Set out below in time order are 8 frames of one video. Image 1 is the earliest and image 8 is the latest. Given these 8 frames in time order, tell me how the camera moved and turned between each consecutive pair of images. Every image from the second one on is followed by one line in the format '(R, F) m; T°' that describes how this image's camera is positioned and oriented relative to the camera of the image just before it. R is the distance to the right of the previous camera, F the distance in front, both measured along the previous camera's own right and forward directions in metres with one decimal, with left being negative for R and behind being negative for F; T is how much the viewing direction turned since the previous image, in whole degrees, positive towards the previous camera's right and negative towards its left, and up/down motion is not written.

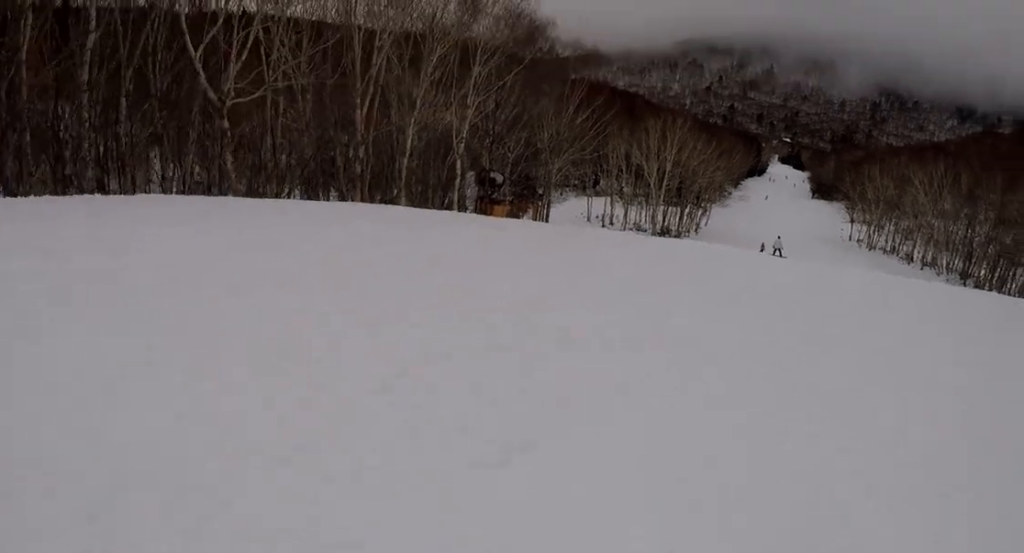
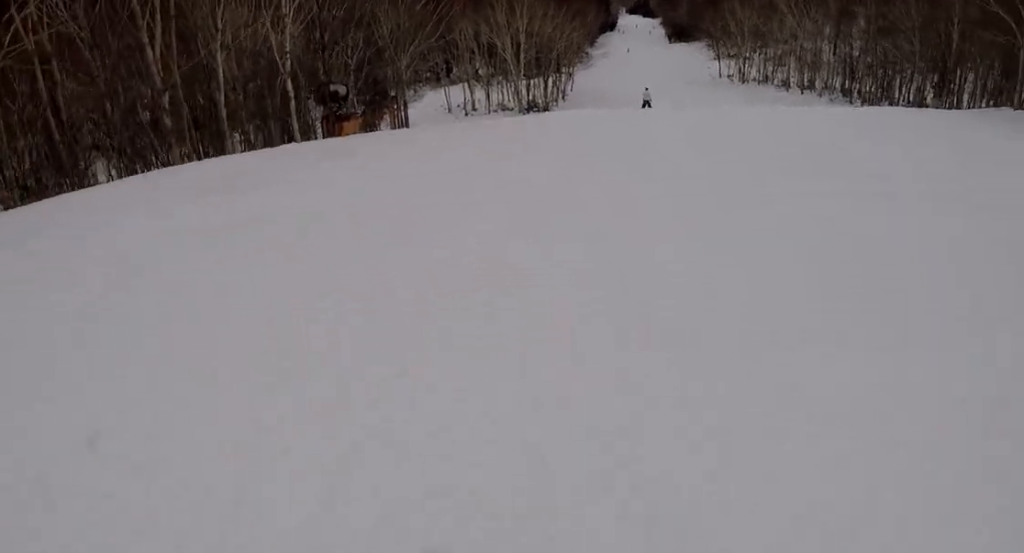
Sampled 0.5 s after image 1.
(0.0, +4.3) m; +4°
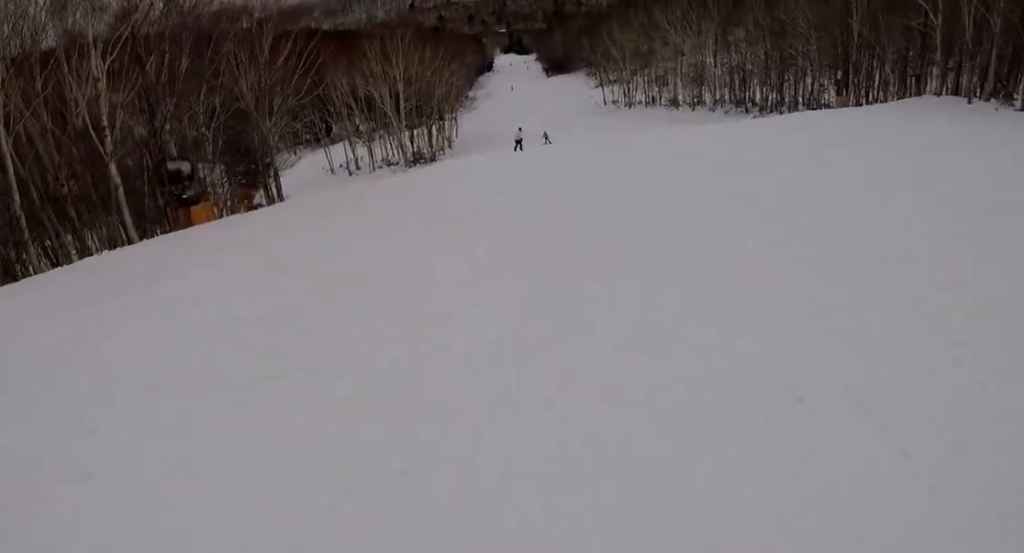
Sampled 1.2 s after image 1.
(0.0, +5.3) m; +5°
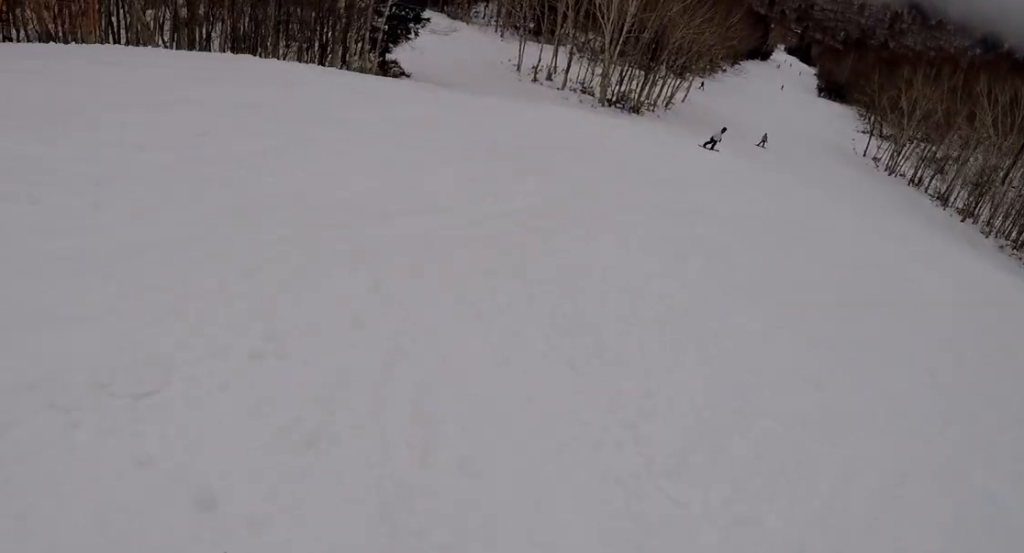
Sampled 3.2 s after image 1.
(+0.7, +15.4) m; -3°
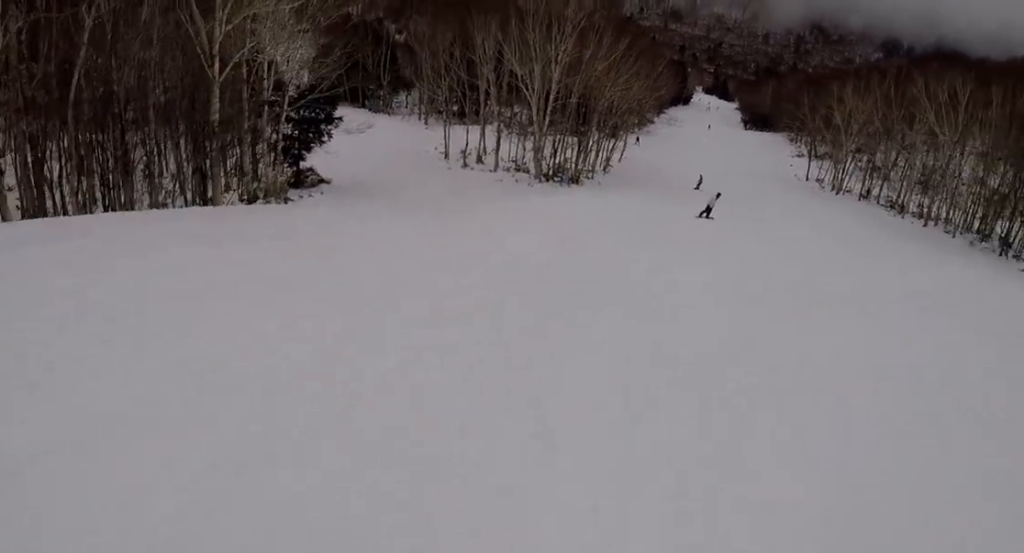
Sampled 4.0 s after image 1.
(-0.7, +5.7) m; +7°
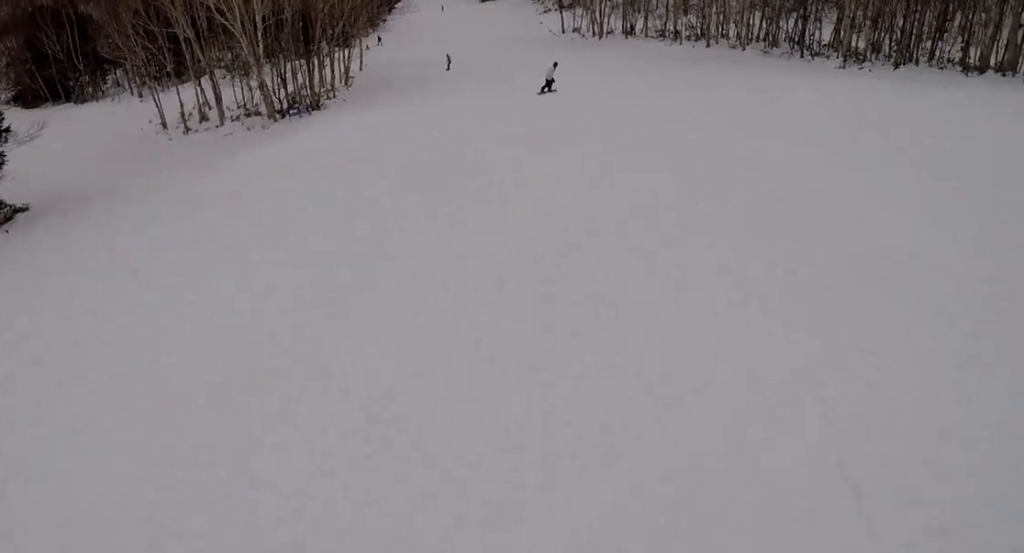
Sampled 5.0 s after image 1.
(+1.8, +7.8) m; +6°
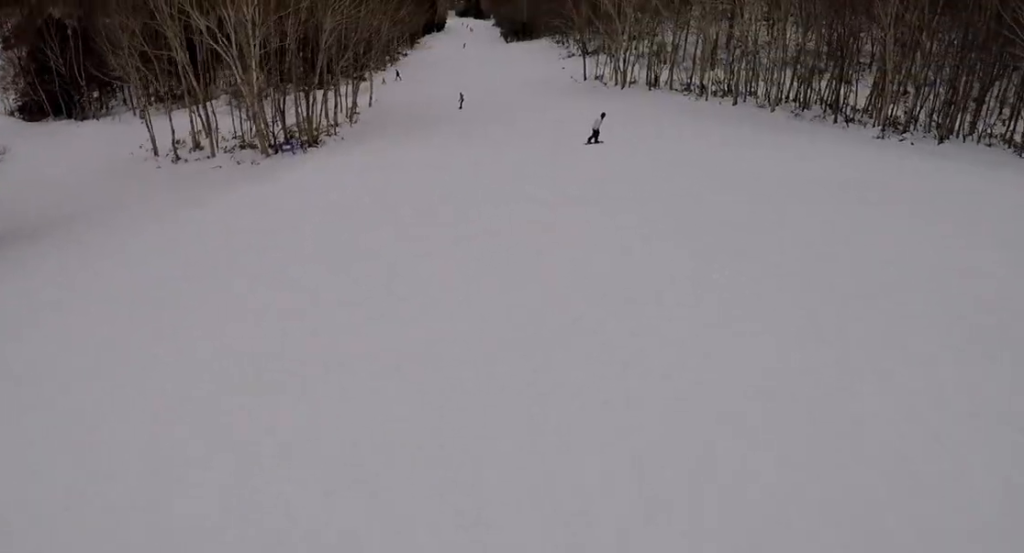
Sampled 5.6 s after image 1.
(-0.5, +4.1) m; -3°
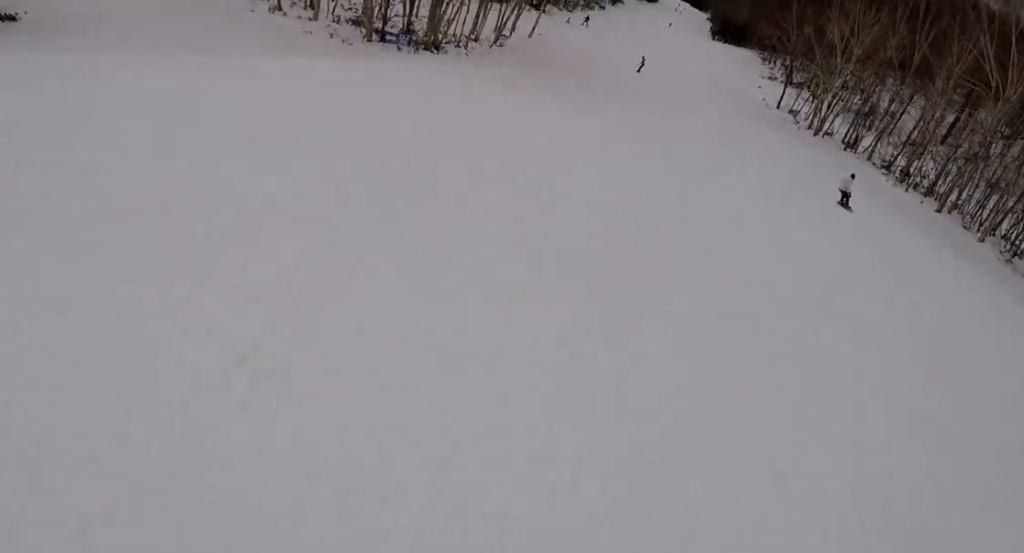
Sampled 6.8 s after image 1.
(-0.3, +9.9) m; -7°
